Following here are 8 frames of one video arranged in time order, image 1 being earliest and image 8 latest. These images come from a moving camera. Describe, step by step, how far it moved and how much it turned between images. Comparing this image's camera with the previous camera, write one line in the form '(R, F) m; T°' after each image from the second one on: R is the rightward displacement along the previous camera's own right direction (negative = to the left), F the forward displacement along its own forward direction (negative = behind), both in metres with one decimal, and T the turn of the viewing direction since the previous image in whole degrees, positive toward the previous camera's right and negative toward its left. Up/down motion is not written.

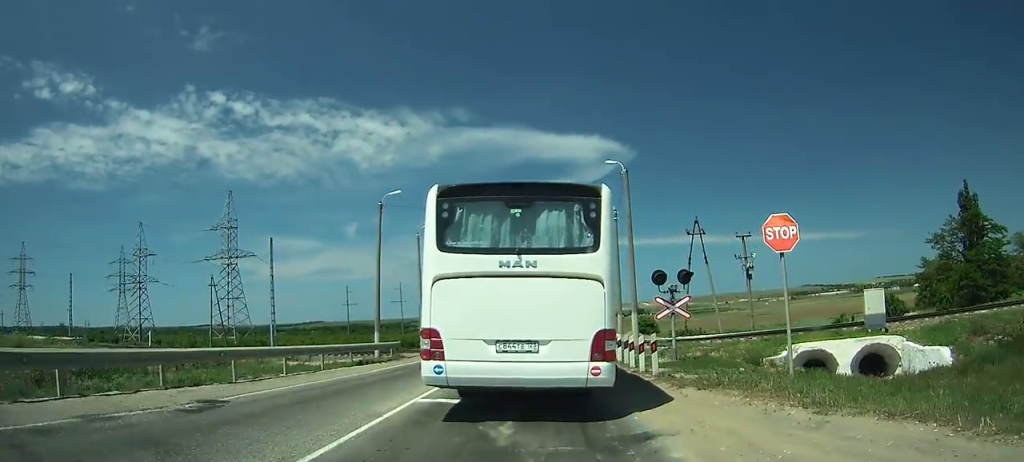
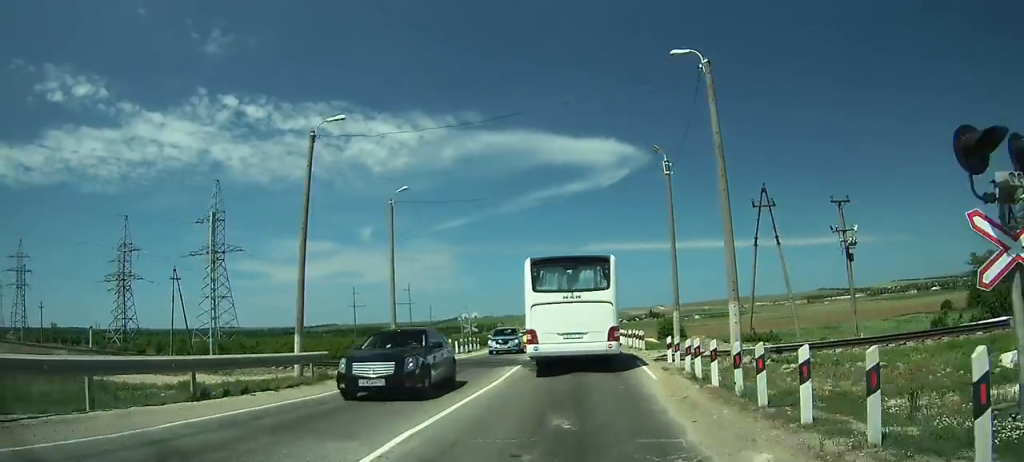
(0.0, +18.0) m; +1°
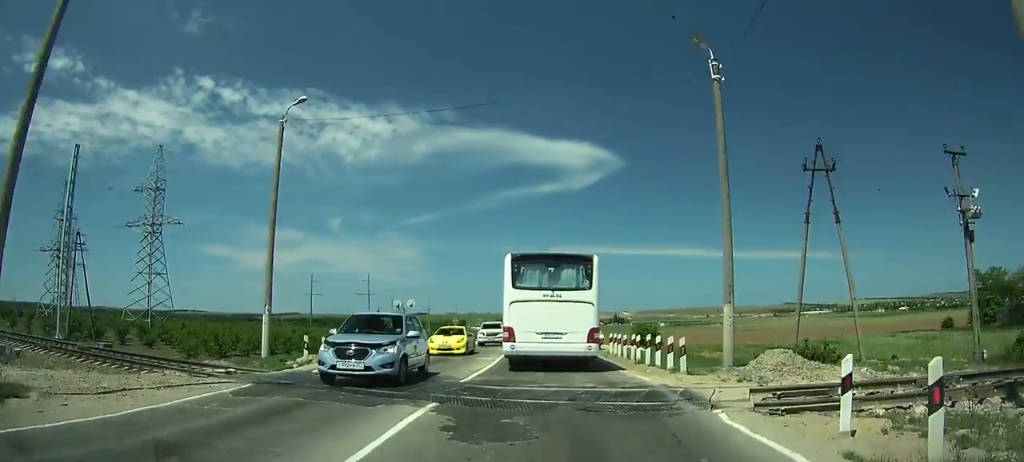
(0.0, +9.6) m; +1°
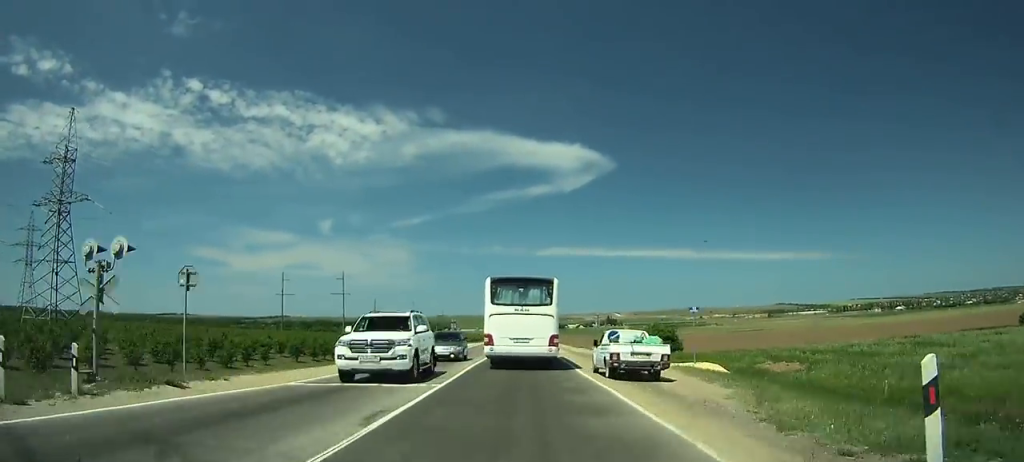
(+0.4, +24.1) m; 0°
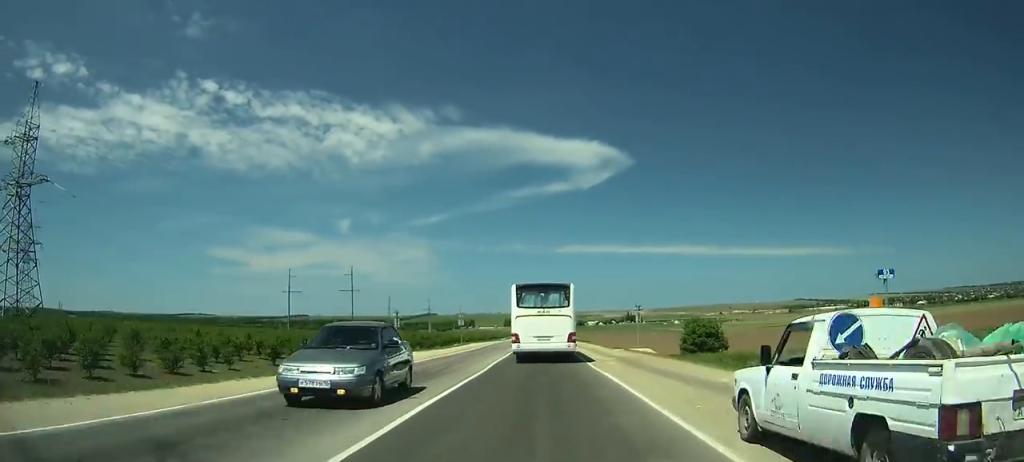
(-0.1, +13.2) m; 0°
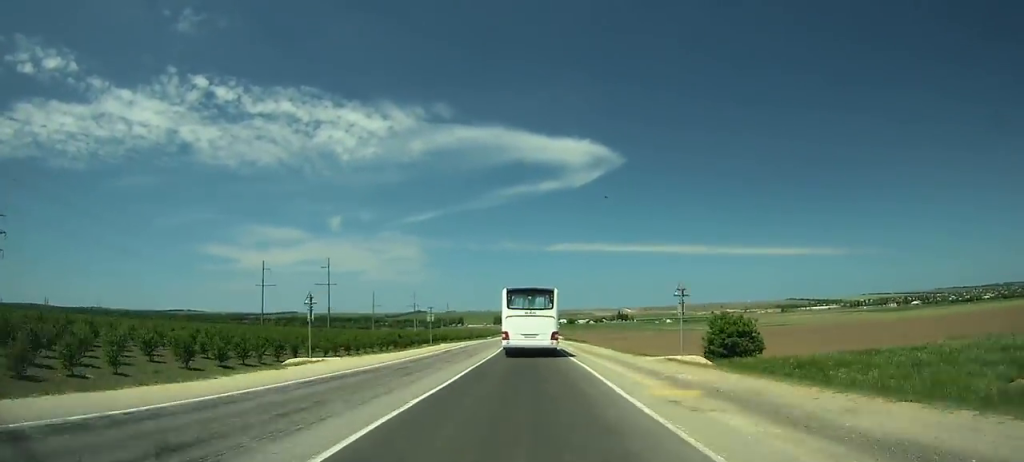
(+0.1, +17.0) m; 0°
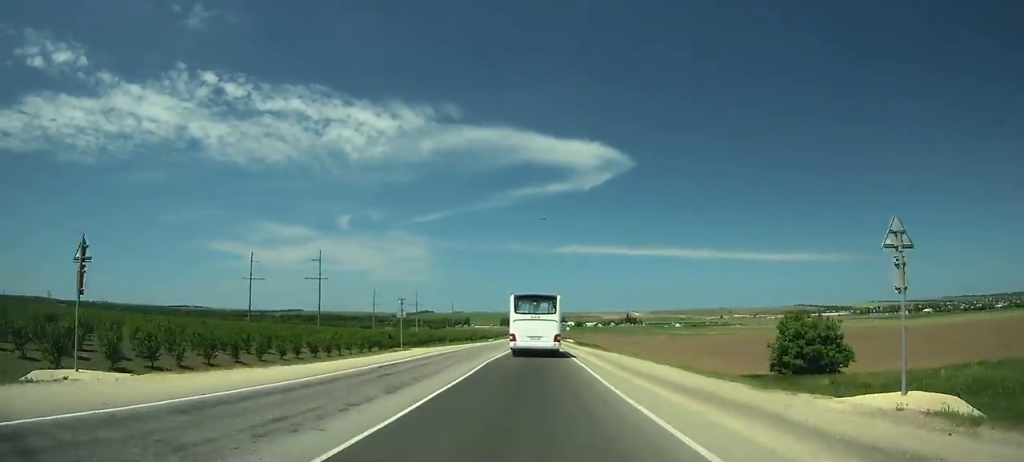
(+0.1, +17.0) m; 0°
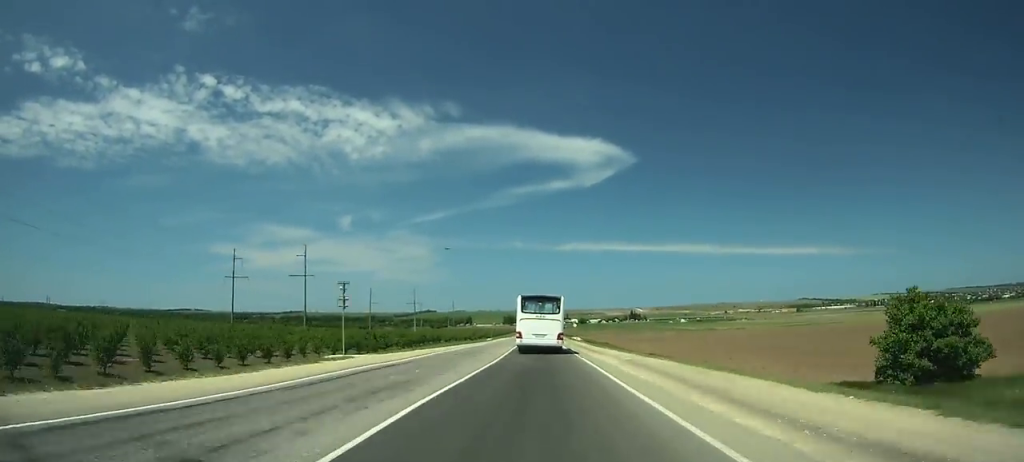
(-0.2, +15.8) m; 0°
